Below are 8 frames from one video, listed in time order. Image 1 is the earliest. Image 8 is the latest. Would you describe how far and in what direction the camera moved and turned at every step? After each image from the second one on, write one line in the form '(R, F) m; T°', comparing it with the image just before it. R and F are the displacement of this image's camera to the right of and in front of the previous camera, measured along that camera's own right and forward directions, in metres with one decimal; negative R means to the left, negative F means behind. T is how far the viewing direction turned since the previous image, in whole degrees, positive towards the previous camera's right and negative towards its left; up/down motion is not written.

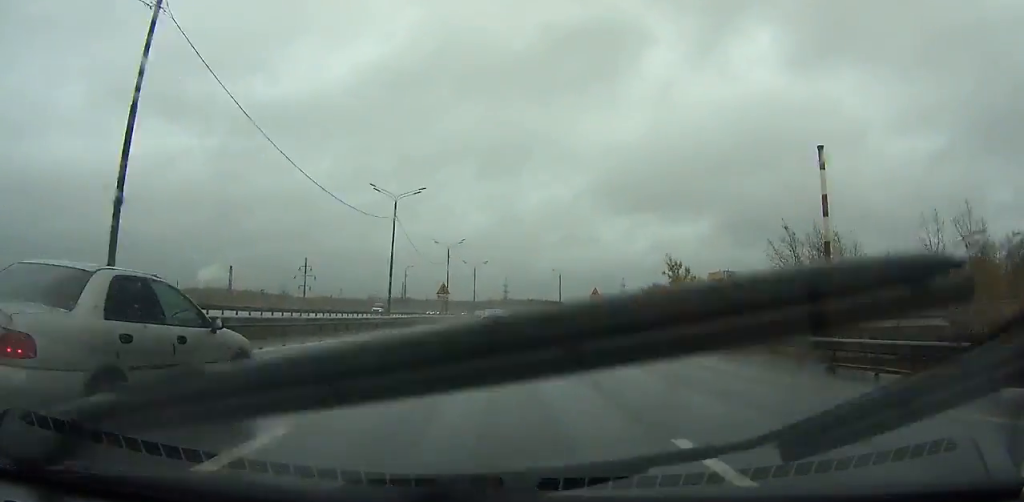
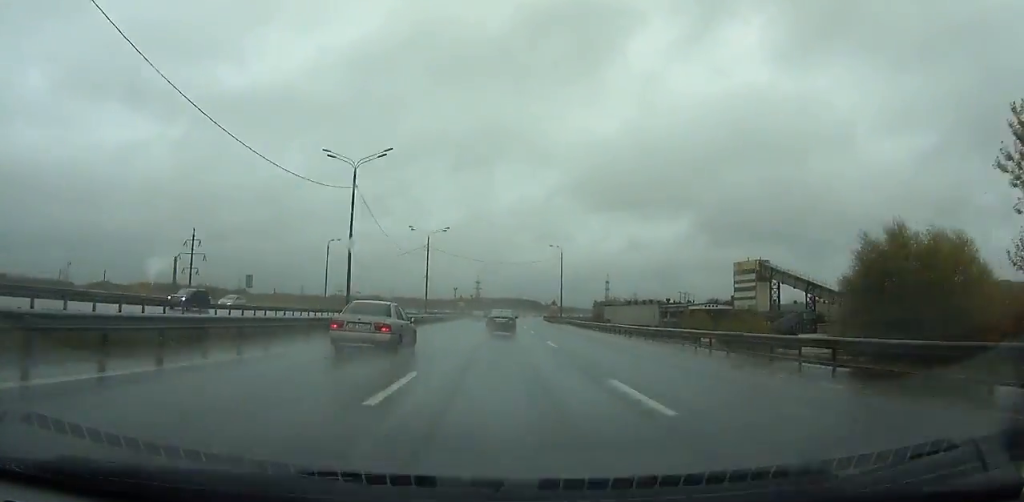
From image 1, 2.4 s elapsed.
(+1.1, +62.1) m; +2°
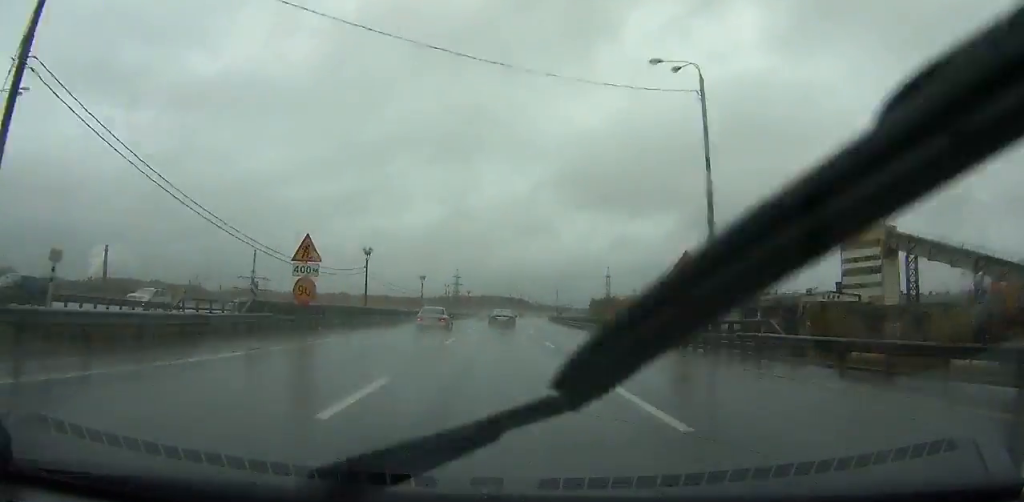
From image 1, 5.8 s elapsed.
(+2.2, +86.5) m; +3°
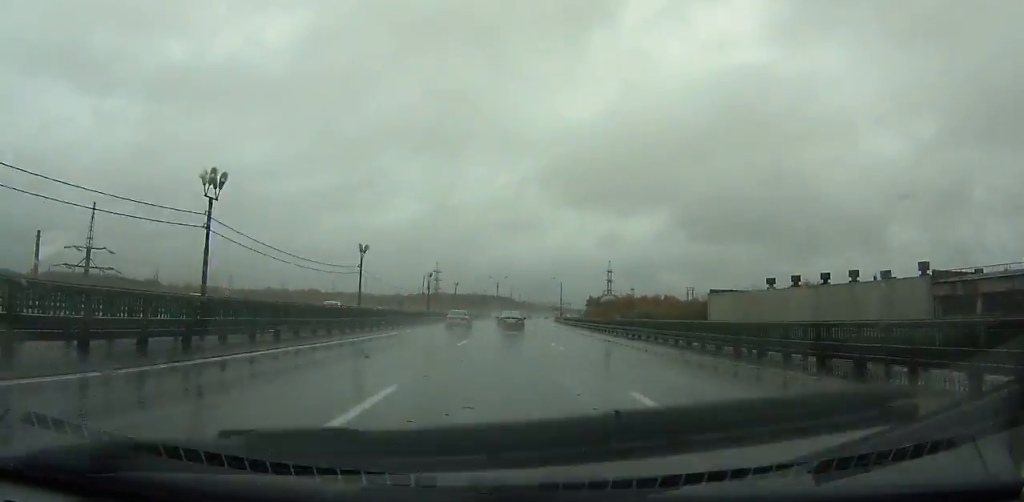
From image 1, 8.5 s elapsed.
(+1.5, +66.1) m; +2°
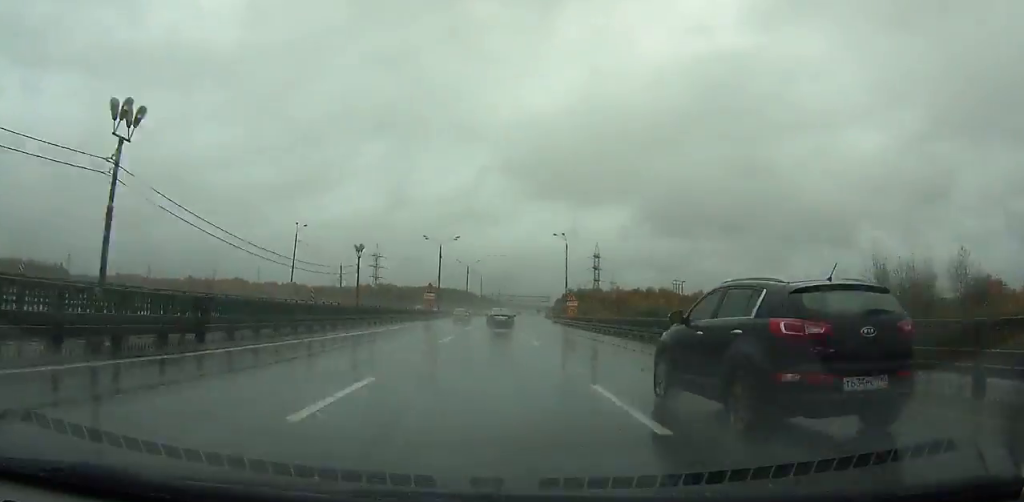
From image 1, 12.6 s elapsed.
(+1.8, +96.5) m; +1°
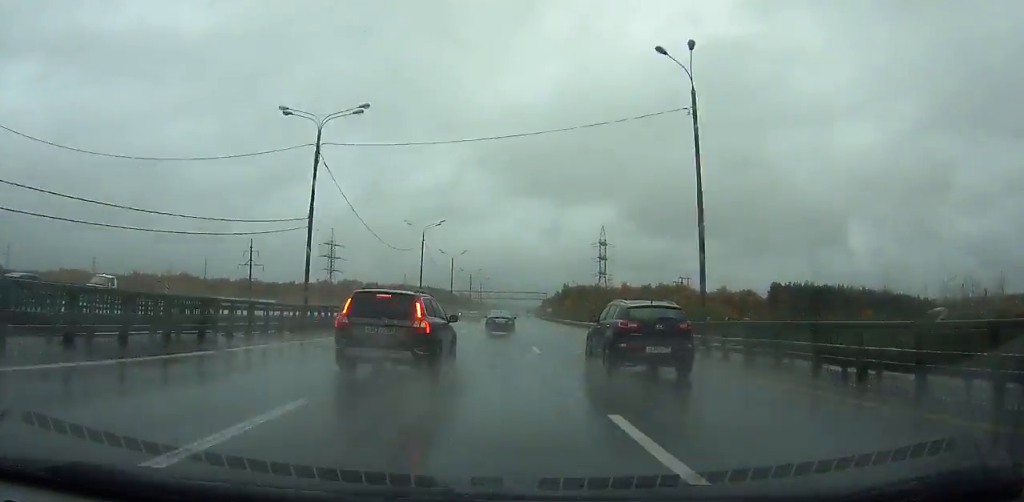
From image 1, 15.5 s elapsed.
(0.0, +65.7) m; +2°
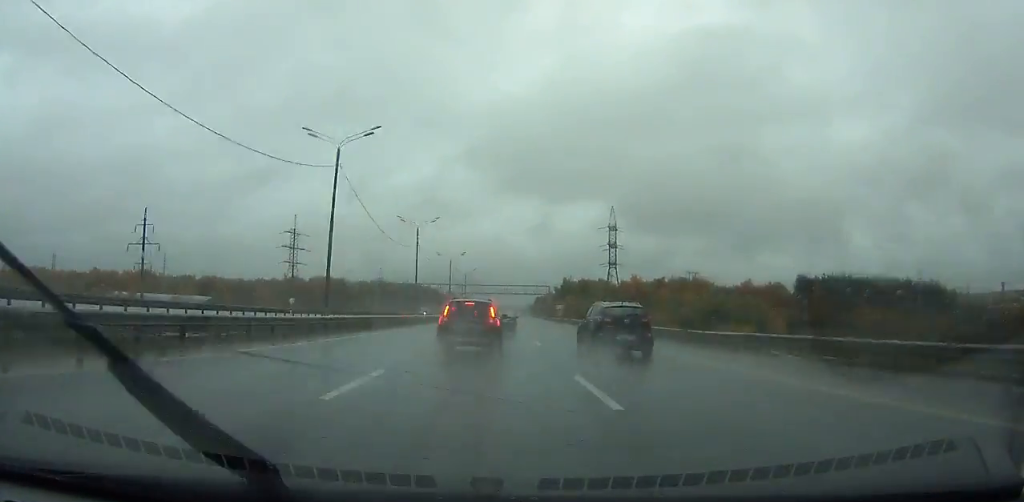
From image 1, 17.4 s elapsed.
(+0.7, +42.1) m; +2°
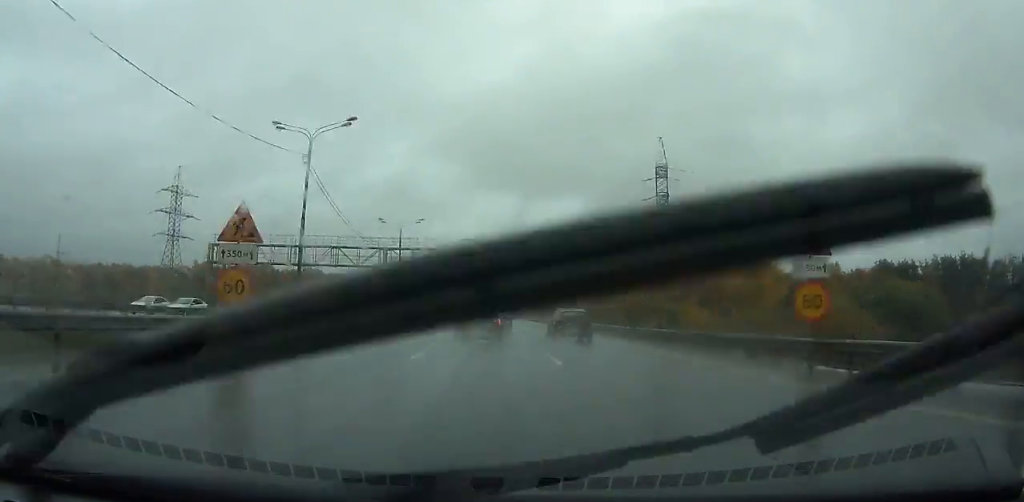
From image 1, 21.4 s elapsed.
(+2.6, +86.6) m; +3°
